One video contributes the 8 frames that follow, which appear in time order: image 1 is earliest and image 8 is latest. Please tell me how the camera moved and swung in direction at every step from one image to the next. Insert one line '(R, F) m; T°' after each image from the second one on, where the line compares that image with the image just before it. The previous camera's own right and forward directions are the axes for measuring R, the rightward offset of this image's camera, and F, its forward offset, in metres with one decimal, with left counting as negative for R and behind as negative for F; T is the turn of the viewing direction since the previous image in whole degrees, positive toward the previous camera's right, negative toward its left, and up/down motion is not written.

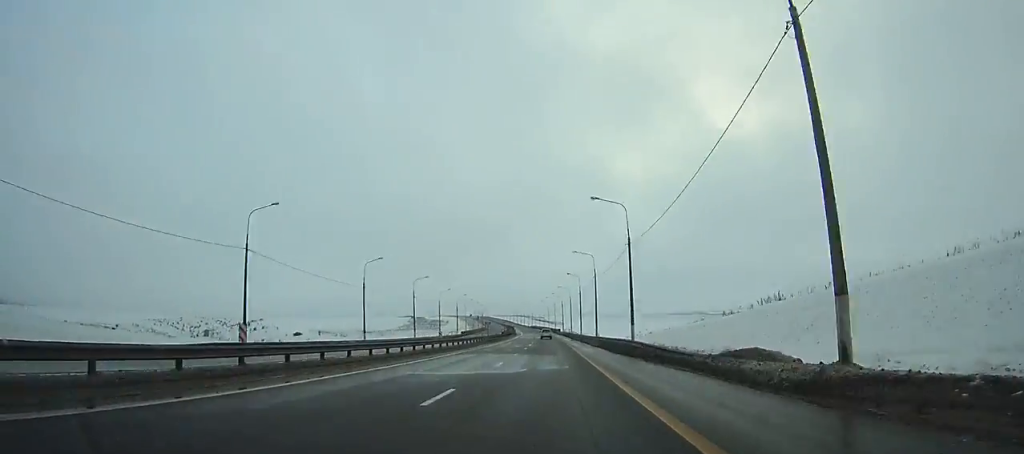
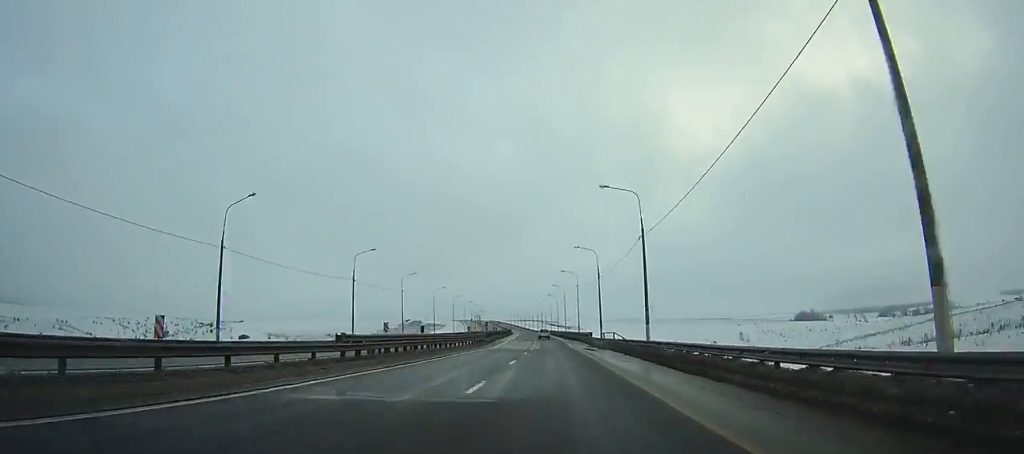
(-1.1, +94.8) m; -1°
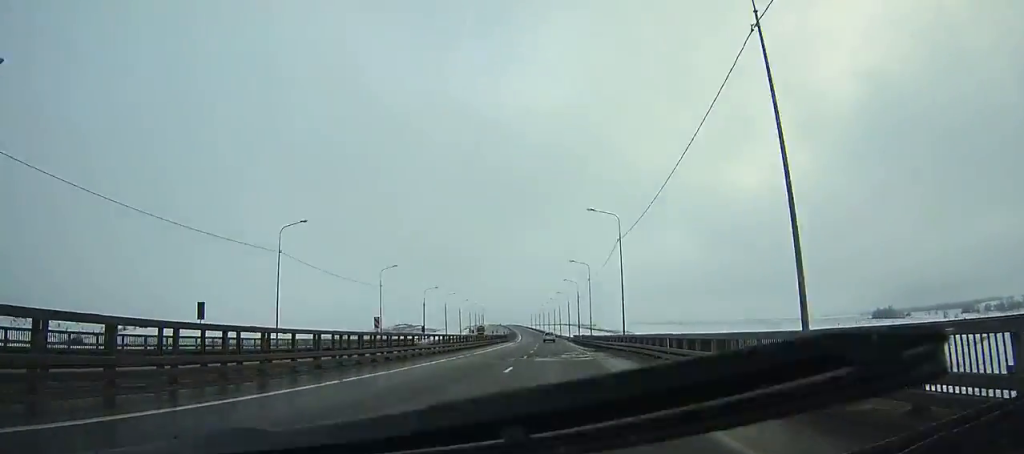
(-3.4, +149.0) m; -2°
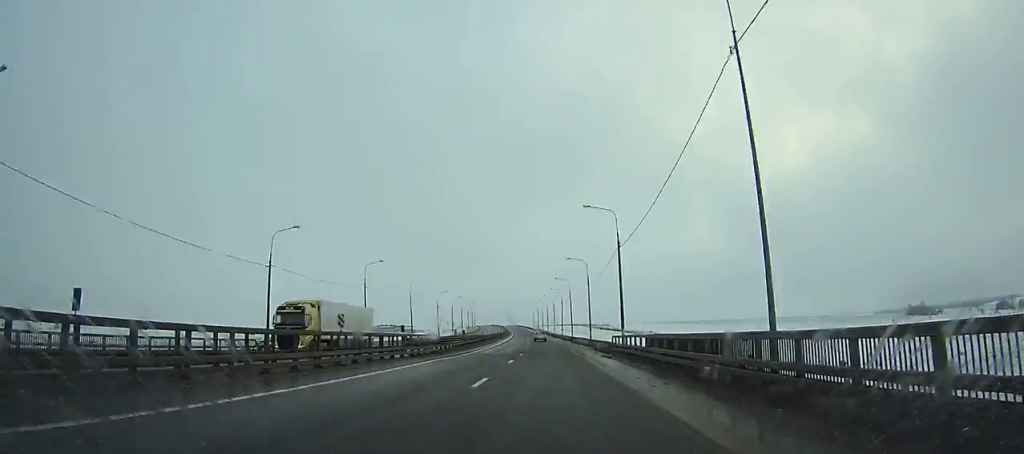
(-0.7, +65.4) m; -1°
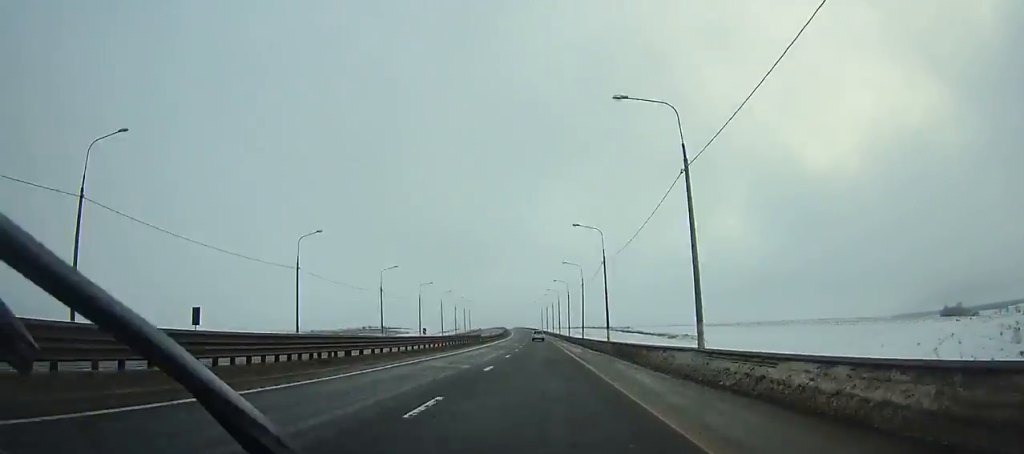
(-0.1, +53.6) m; -1°
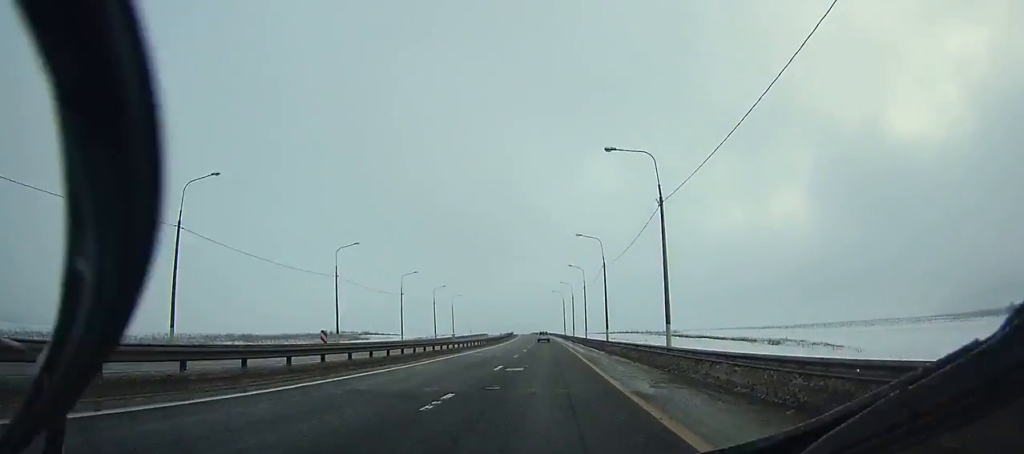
(-1.7, +80.6) m; -2°
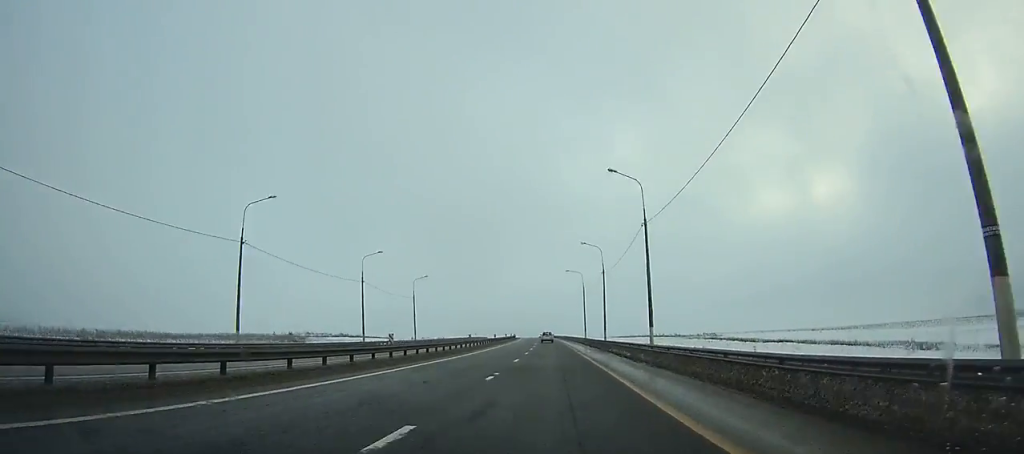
(-0.4, +51.7) m; -1°
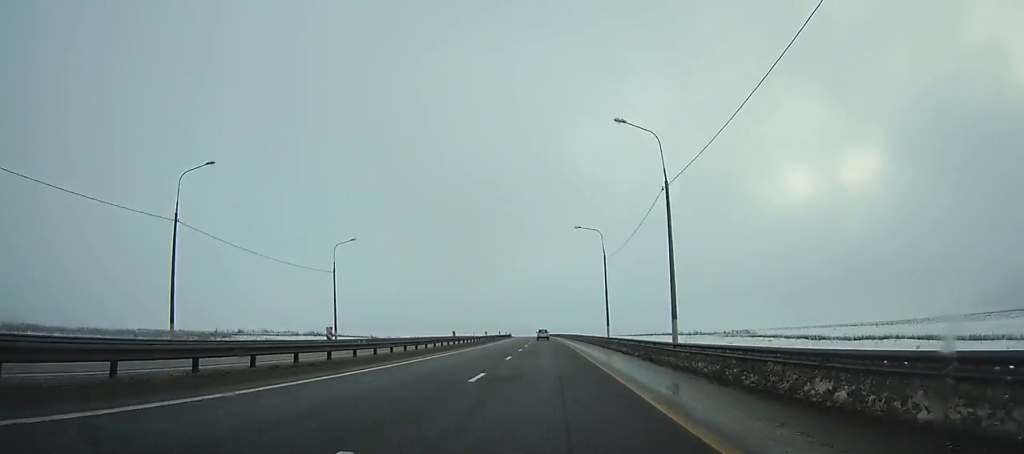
(-0.1, +37.8) m; 0°
